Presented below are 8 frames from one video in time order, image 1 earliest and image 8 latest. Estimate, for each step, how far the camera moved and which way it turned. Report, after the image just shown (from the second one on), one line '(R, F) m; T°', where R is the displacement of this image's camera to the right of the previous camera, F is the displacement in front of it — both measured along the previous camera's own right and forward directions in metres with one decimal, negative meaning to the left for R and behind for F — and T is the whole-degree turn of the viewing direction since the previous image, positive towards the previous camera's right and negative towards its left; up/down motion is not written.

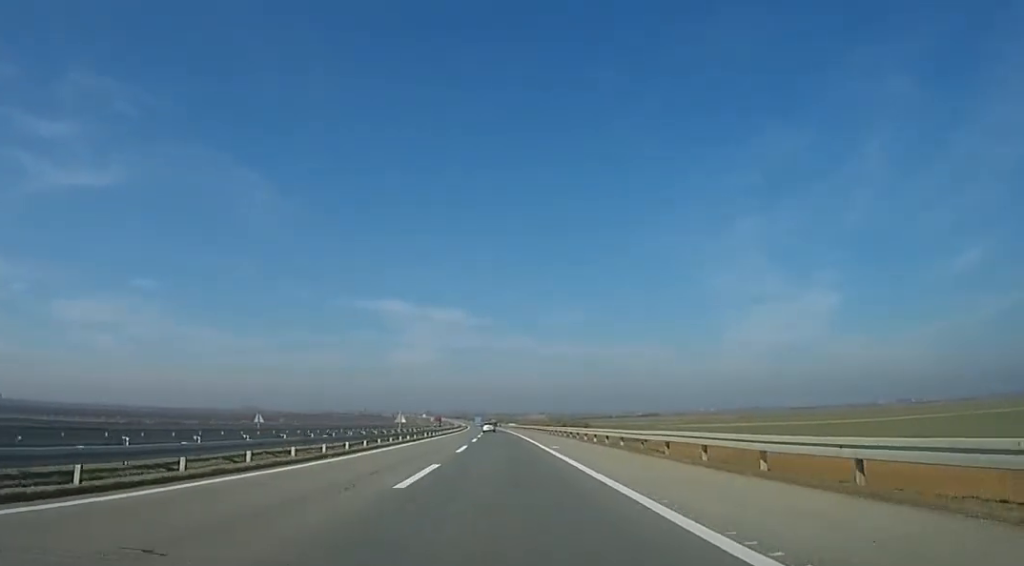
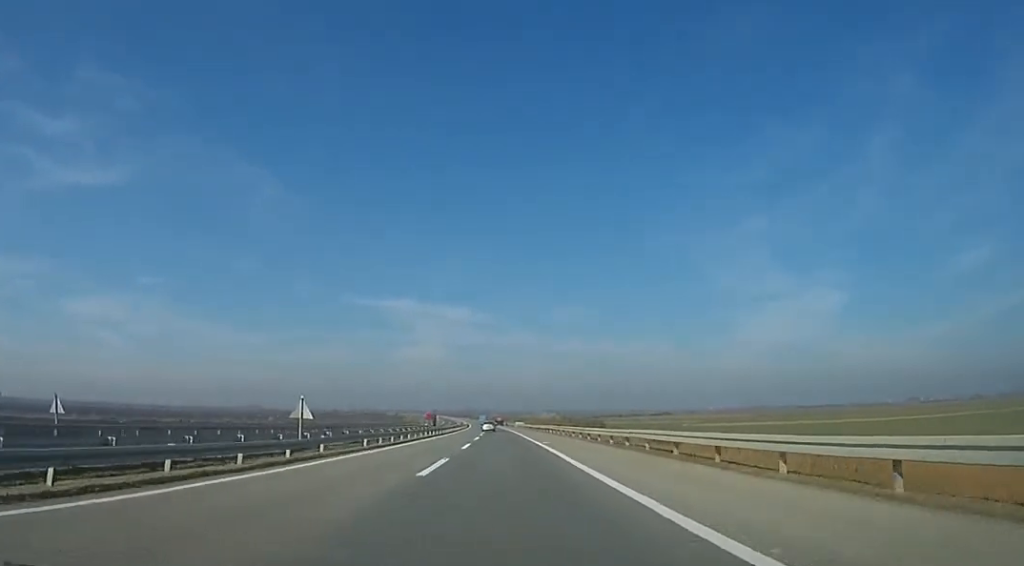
(+0.3, +29.1) m; 0°
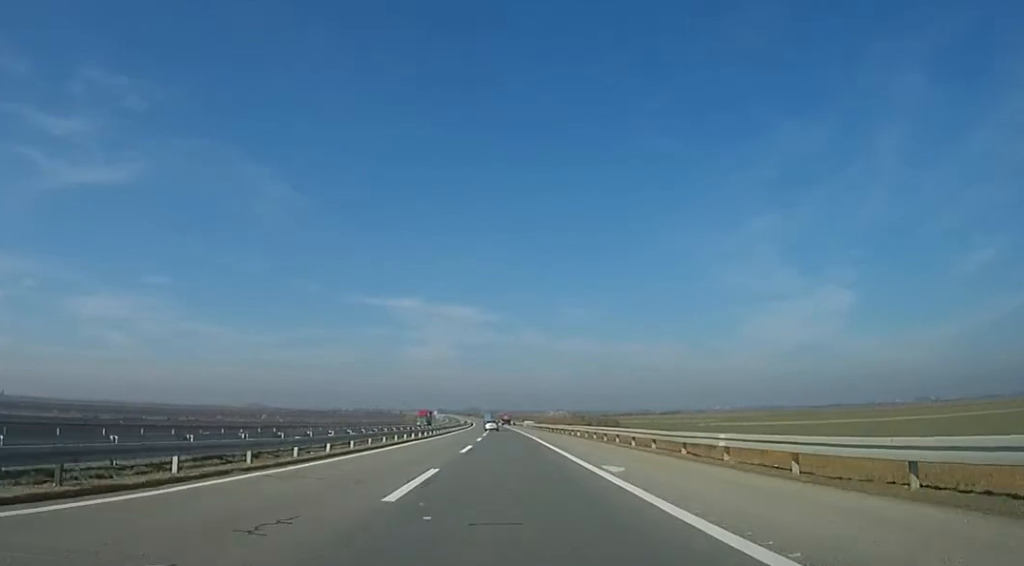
(+0.7, +20.2) m; -1°
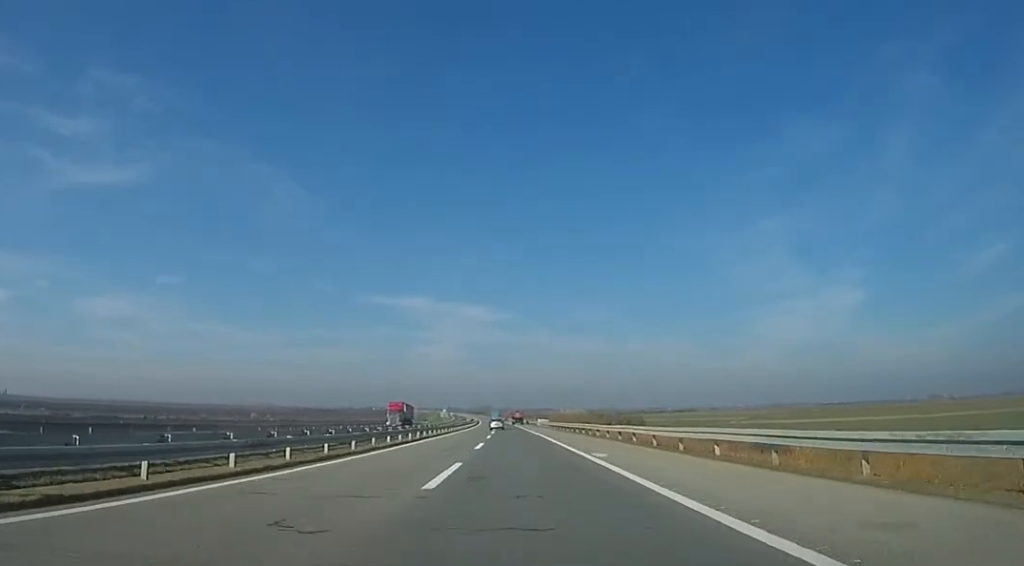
(-1.6, +29.9) m; -2°
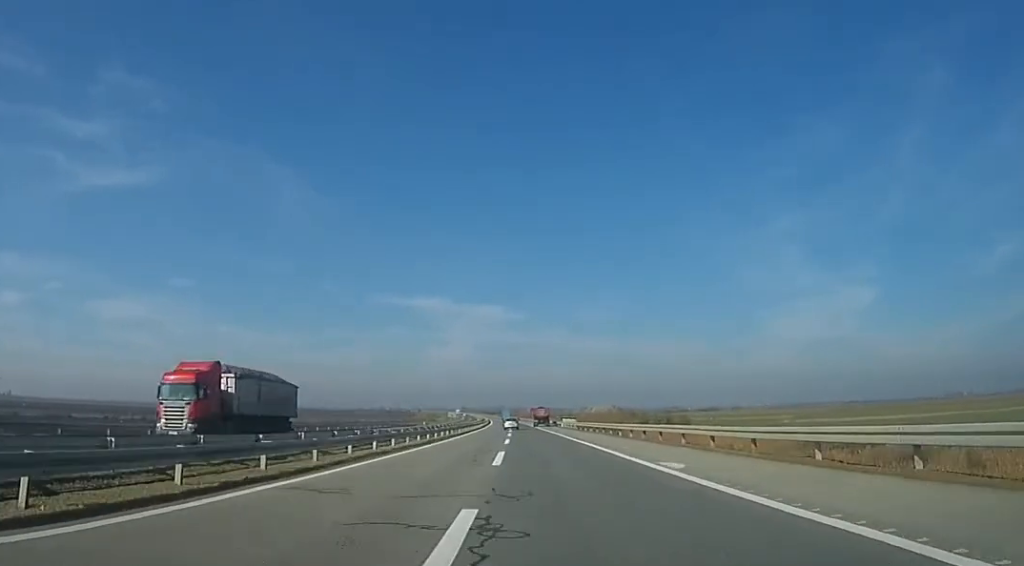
(+0.1, +40.3) m; 0°
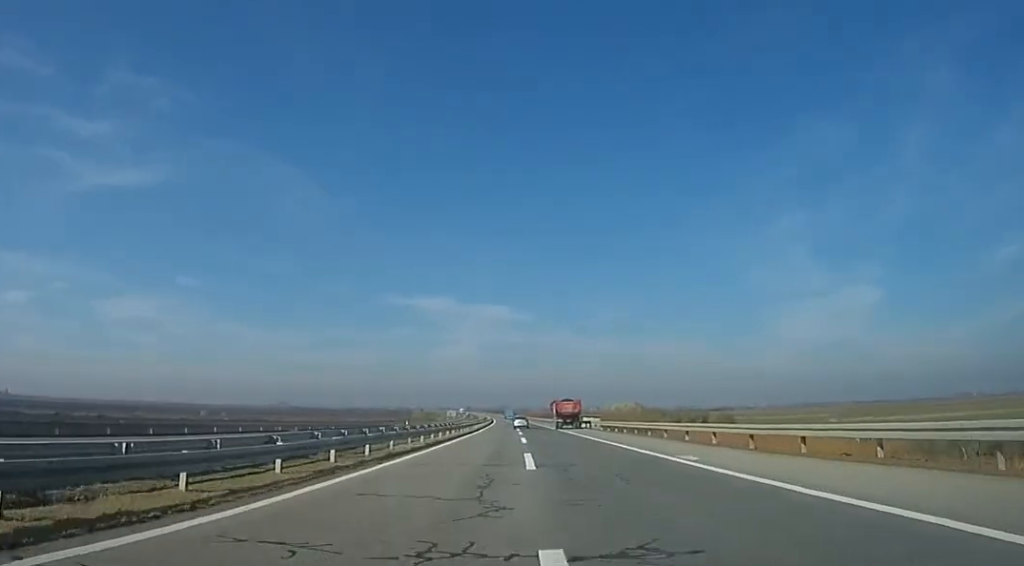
(0.0, +33.2) m; 0°
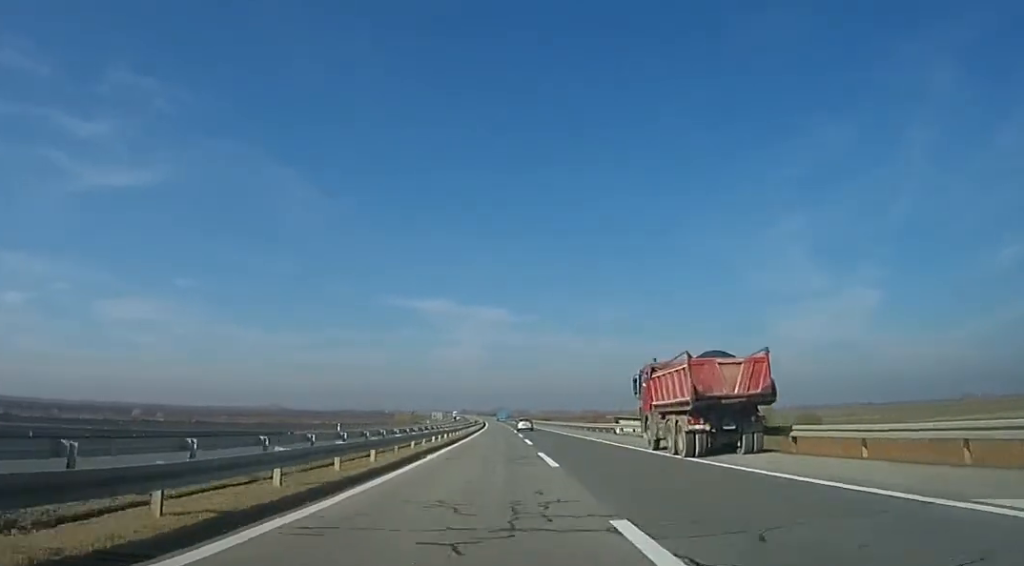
(-0.4, +46.3) m; -1°
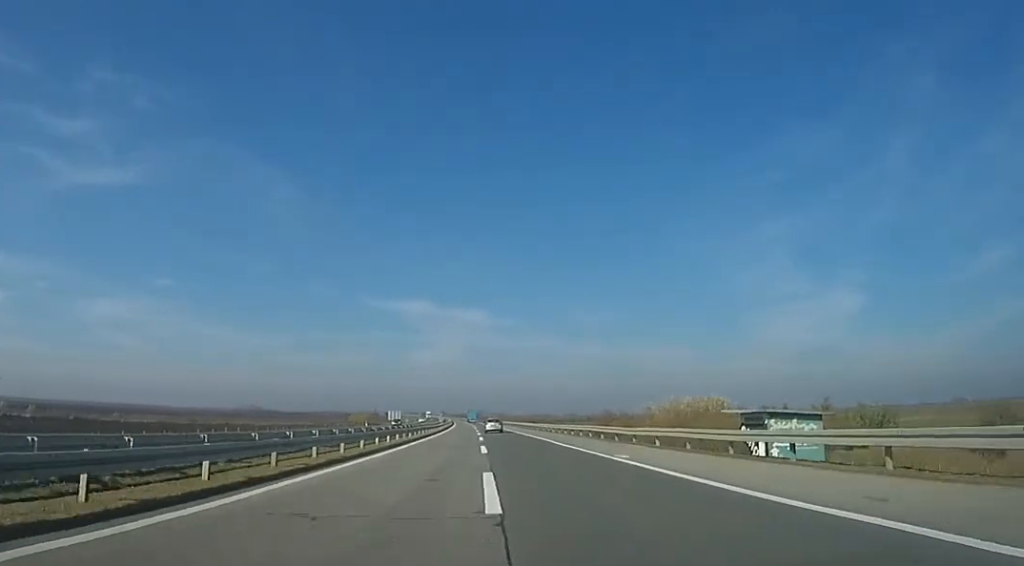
(+0.3, +55.6) m; +2°
